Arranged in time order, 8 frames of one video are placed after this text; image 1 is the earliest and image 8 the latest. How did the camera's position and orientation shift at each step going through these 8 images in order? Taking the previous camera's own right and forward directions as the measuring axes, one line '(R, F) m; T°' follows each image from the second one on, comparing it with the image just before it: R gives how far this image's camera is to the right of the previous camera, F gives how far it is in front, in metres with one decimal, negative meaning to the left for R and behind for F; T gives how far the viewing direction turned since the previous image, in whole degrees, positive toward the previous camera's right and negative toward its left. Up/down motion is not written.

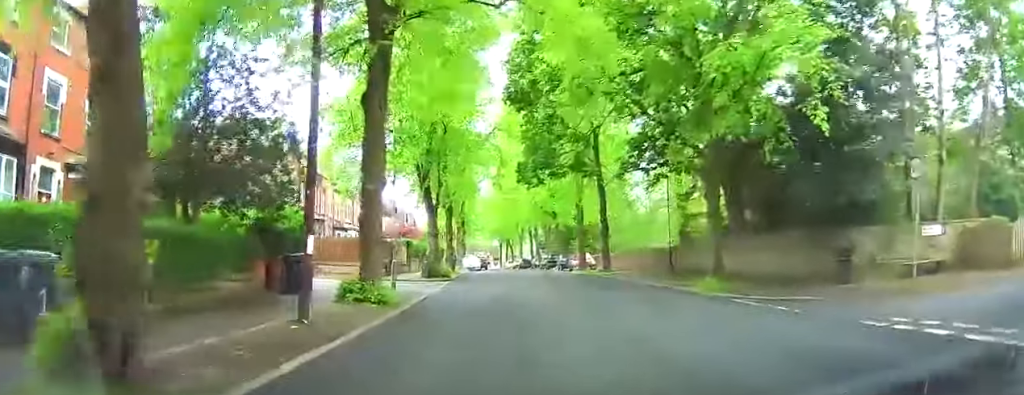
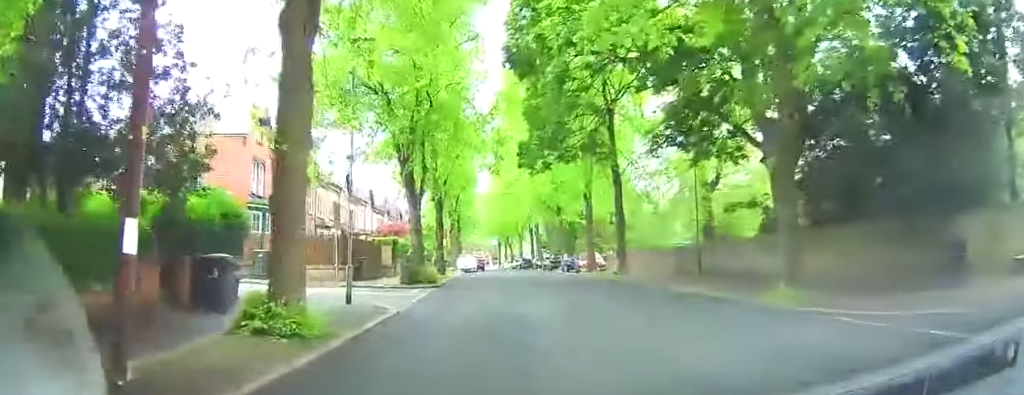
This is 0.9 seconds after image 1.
(+0.2, +6.2) m; +2°
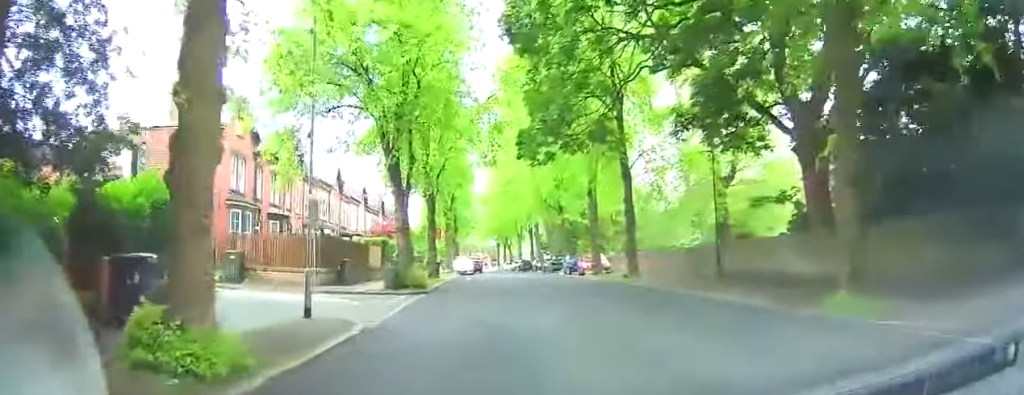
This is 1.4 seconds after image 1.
(+0.1, +3.4) m; 0°
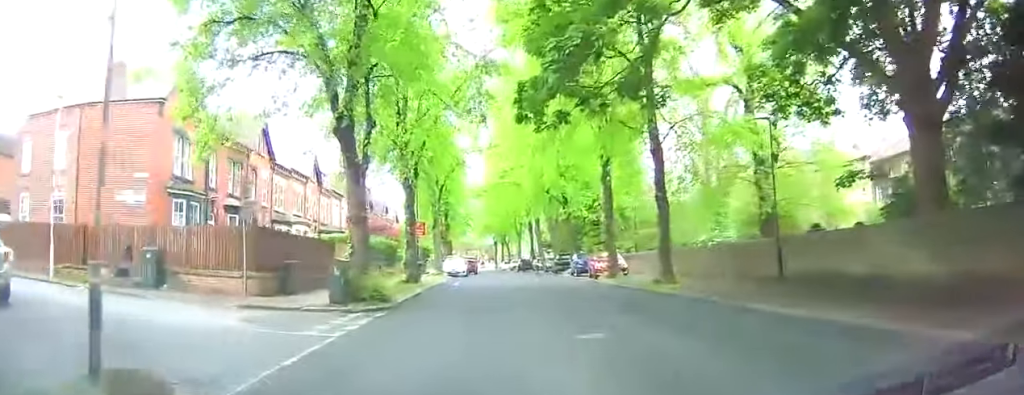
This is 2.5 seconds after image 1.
(-0.2, +7.9) m; -2°
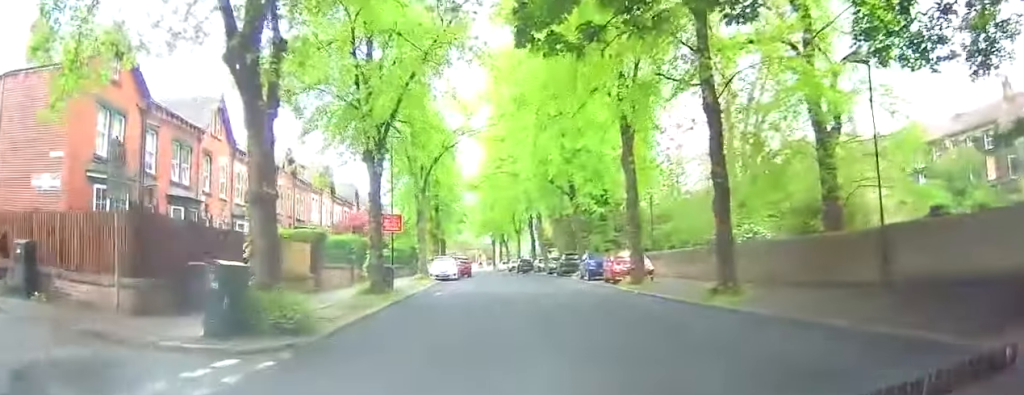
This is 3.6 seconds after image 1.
(0.0, +7.9) m; -4°
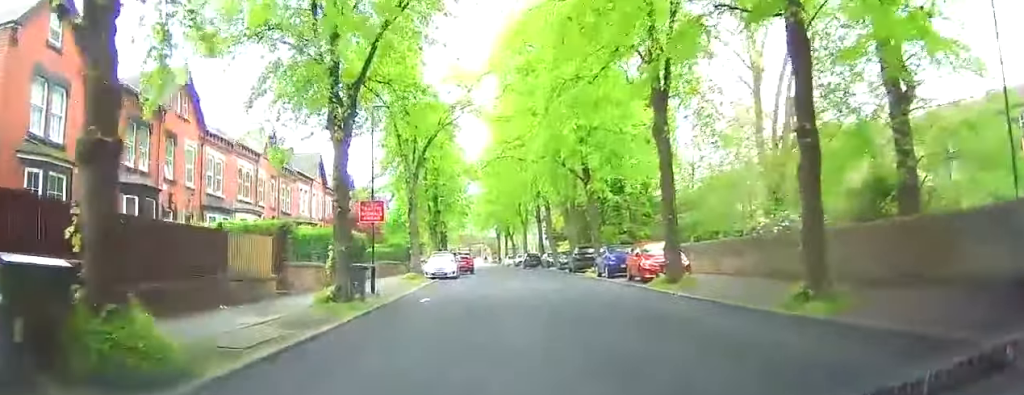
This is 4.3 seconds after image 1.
(-0.4, +5.7) m; +4°
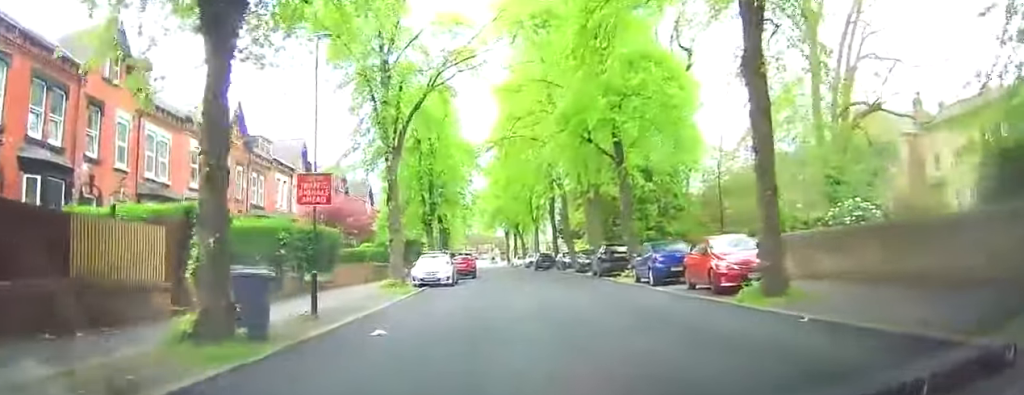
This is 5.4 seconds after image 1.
(+1.1, +8.3) m; +8°
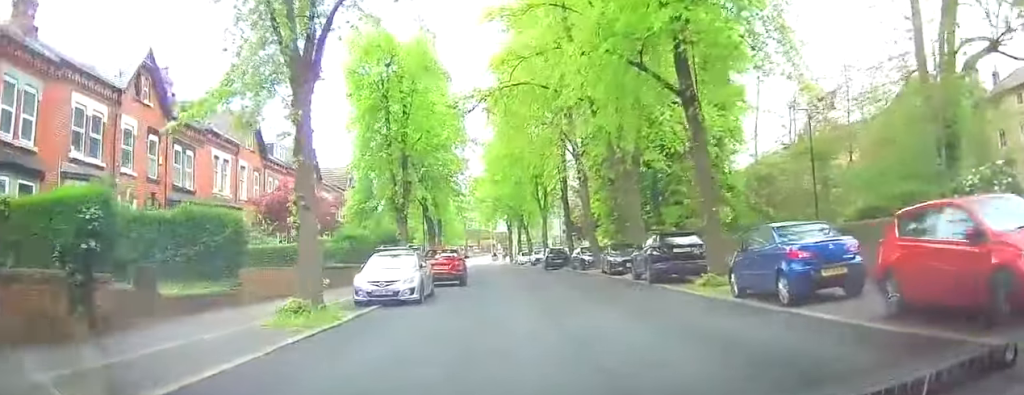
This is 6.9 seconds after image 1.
(-0.2, +11.4) m; -2°
